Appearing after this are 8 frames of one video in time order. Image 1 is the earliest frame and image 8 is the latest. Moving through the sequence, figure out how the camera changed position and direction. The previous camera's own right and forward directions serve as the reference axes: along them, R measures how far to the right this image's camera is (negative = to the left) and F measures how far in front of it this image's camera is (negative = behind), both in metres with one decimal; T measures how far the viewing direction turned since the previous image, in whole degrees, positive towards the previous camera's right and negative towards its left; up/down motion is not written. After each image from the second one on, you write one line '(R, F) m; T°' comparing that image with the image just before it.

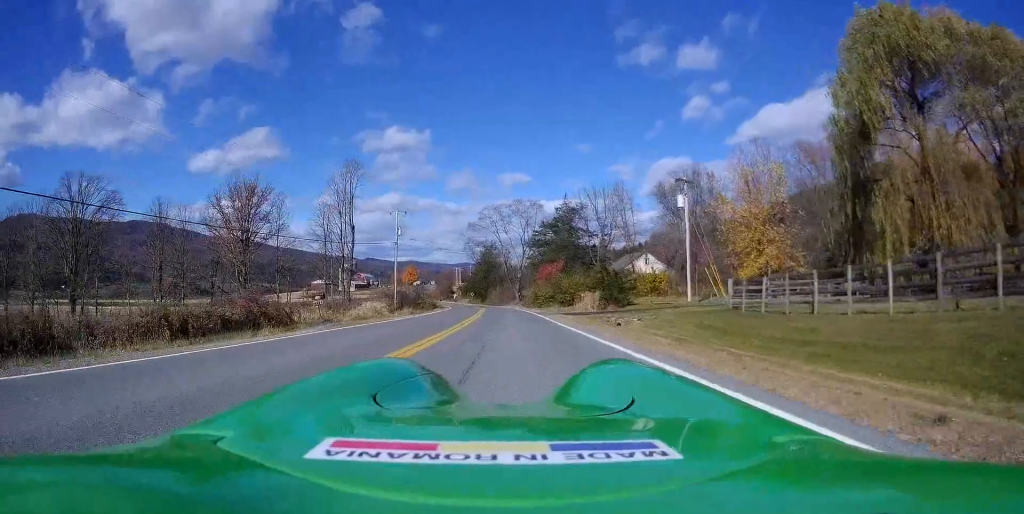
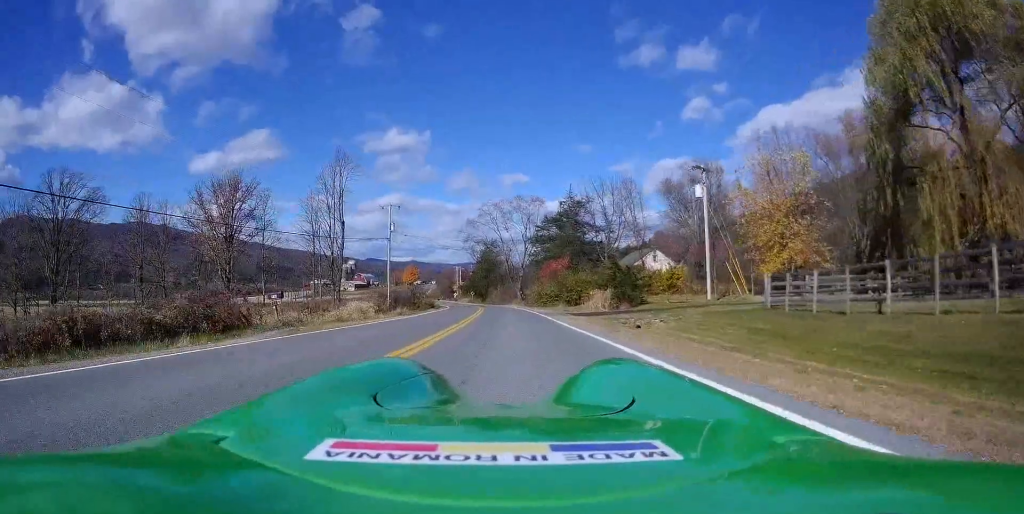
(0.0, +4.7) m; 0°
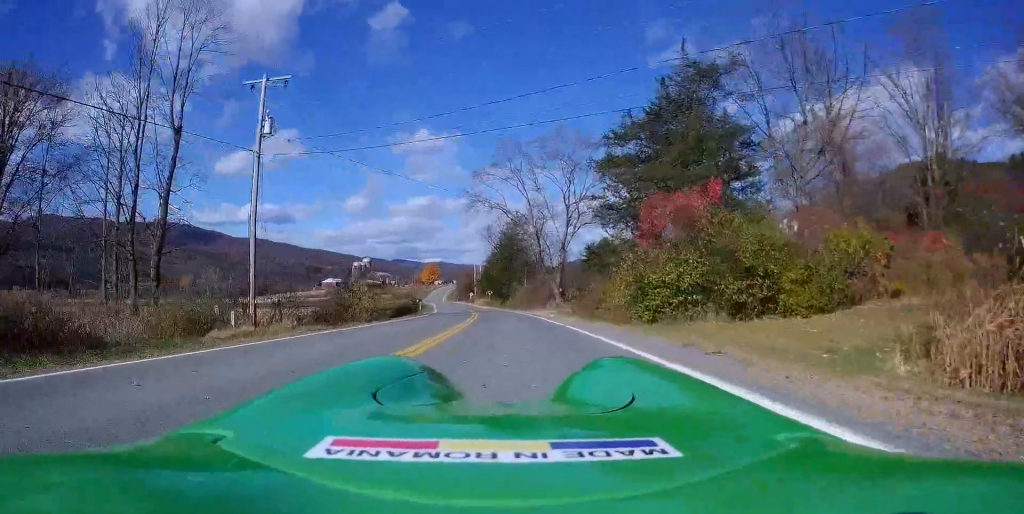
(0.0, +37.3) m; -2°
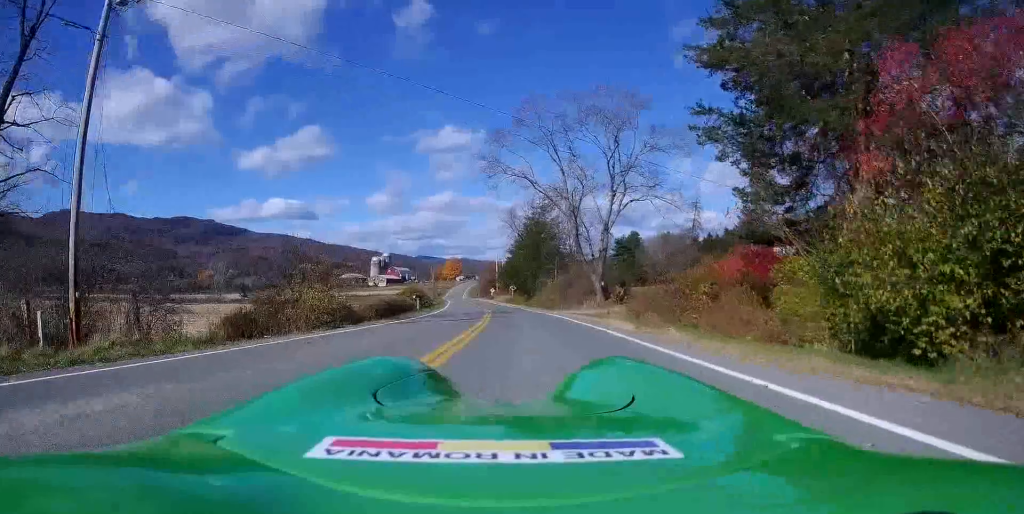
(-0.4, +13.2) m; -2°
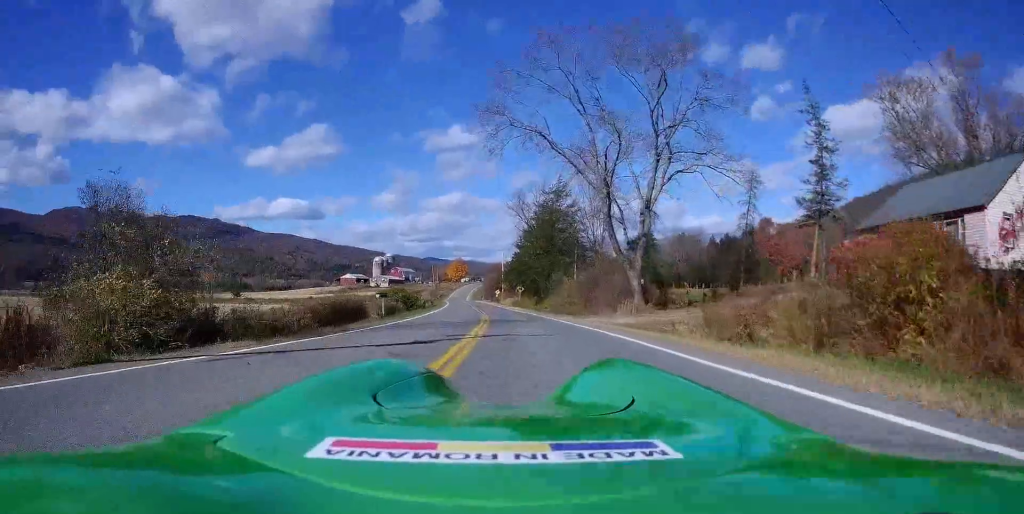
(0.0, +12.6) m; 0°
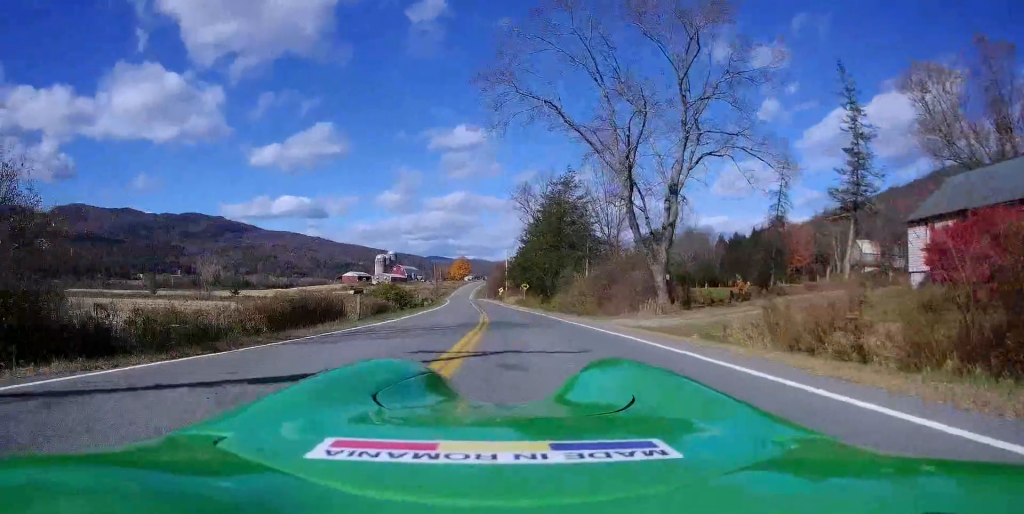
(0.0, +5.4) m; 0°
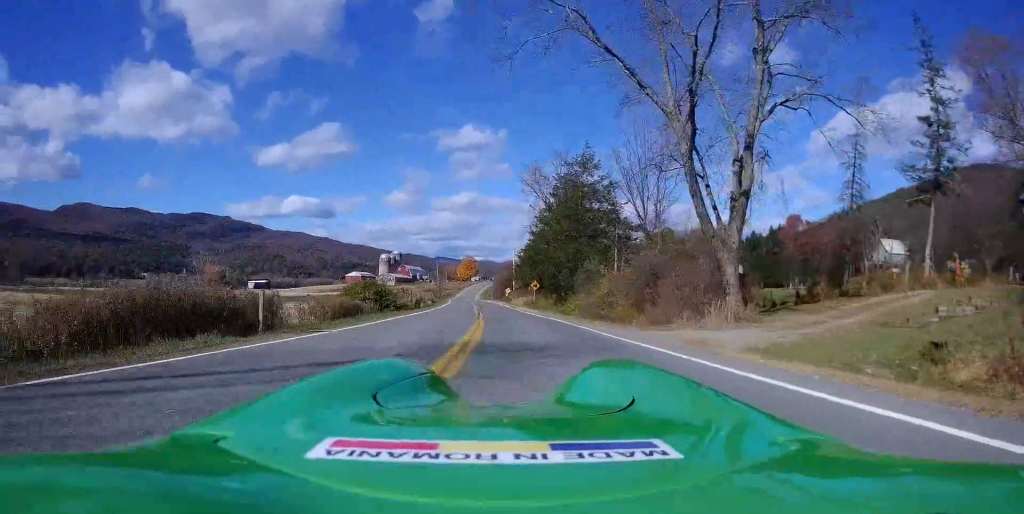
(0.0, +8.3) m; -1°
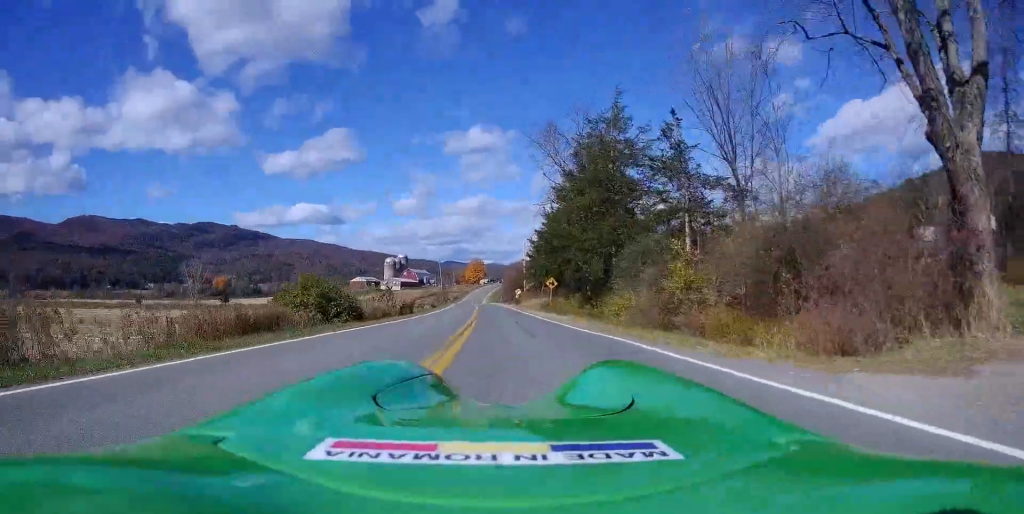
(-0.1, +10.4) m; -2°
